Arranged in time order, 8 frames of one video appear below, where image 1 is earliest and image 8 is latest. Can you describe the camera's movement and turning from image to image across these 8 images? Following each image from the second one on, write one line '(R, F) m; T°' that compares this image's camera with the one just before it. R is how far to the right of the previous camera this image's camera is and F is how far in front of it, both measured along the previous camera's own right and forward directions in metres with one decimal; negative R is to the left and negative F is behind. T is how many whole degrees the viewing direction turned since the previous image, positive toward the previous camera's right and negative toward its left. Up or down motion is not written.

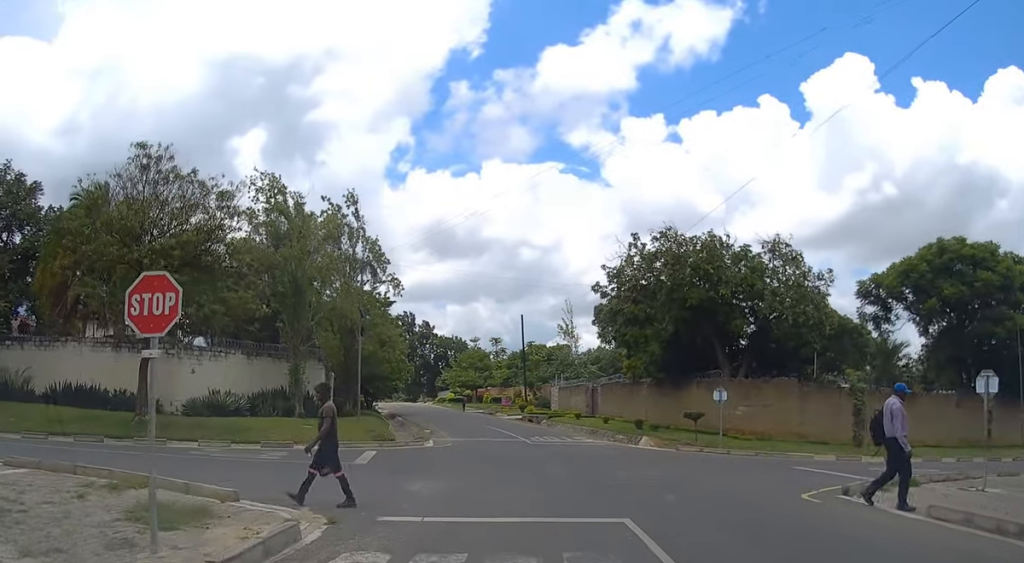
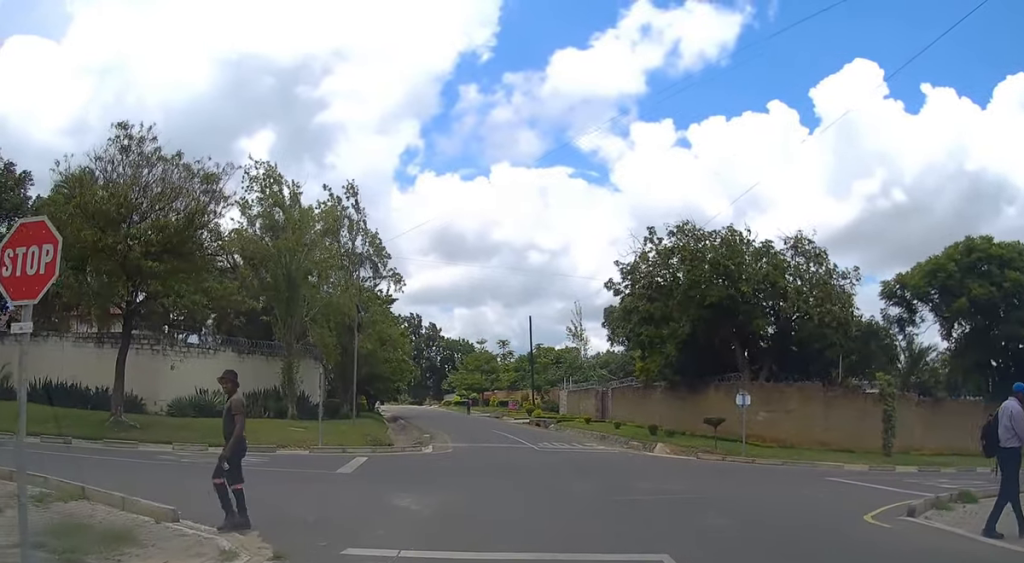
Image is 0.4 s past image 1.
(0.0, +2.5) m; 0°
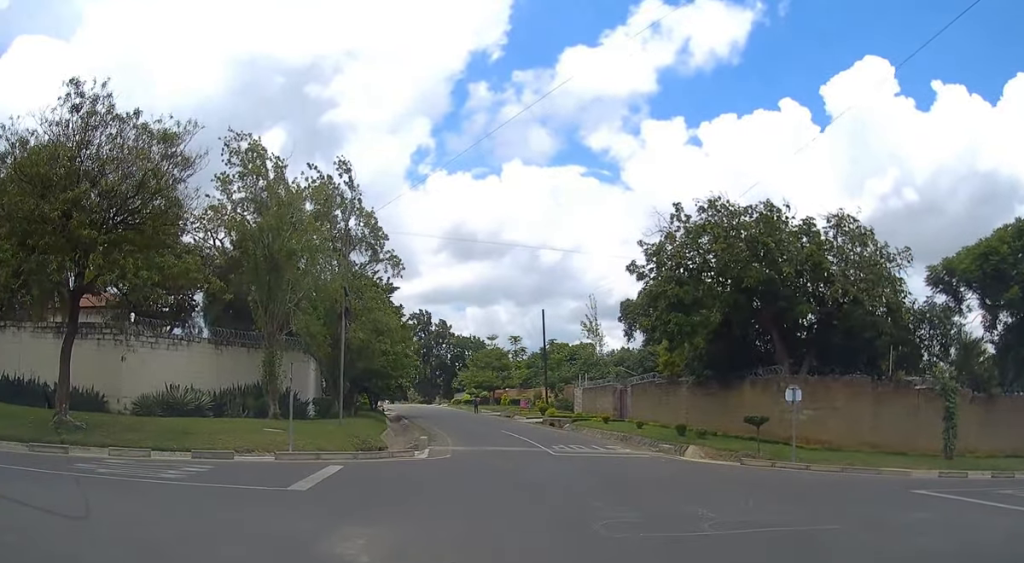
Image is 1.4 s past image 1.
(0.0, +4.7) m; -1°
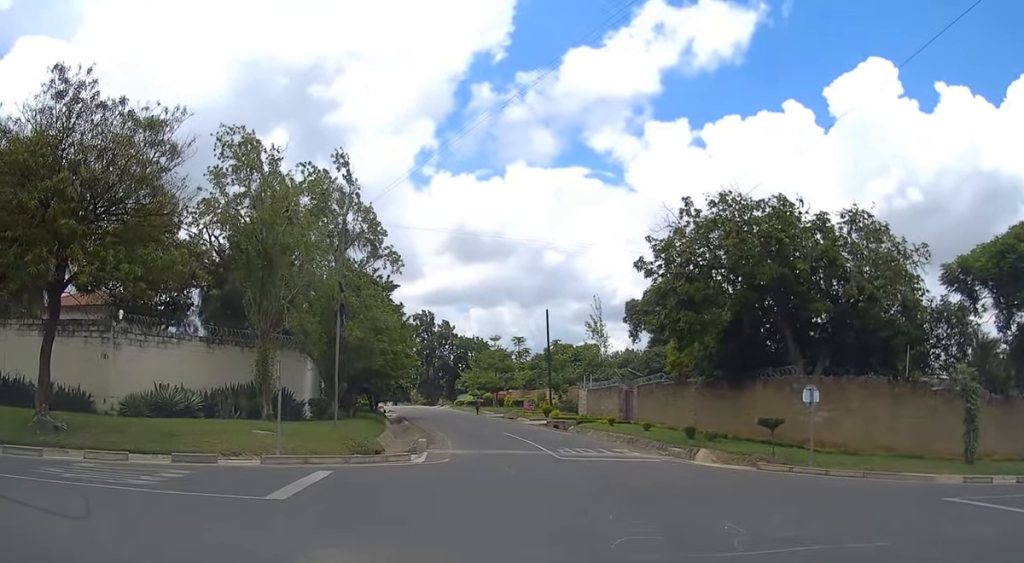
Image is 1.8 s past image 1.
(0.0, +1.5) m; -1°
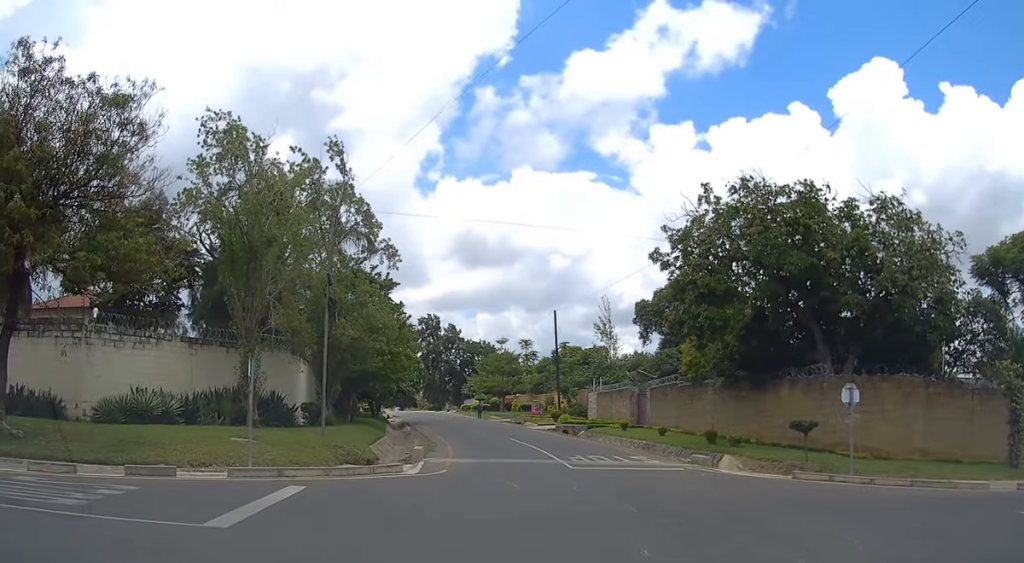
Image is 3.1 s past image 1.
(-0.1, +3.2) m; -3°
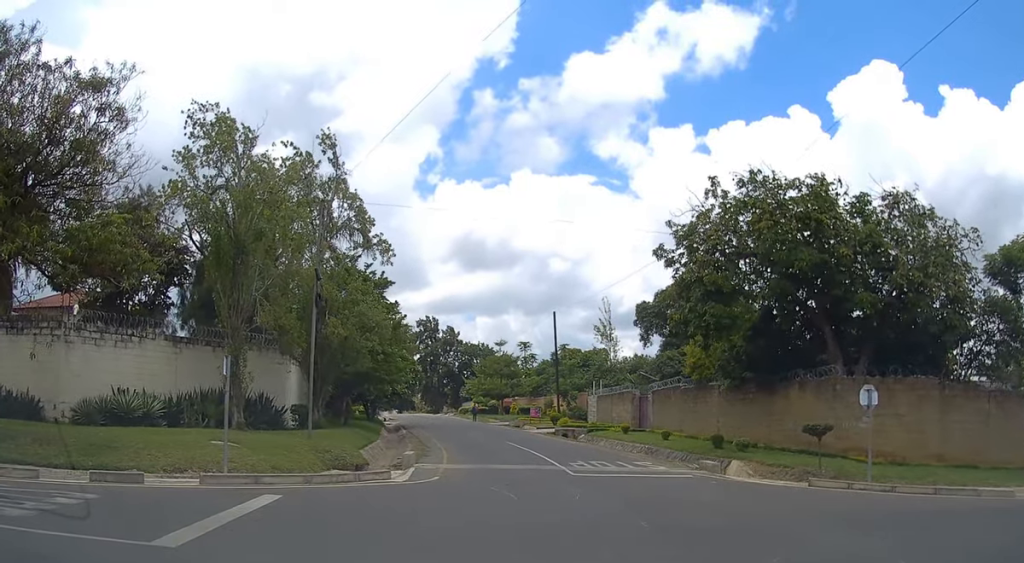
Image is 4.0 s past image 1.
(0.0, +1.4) m; -1°
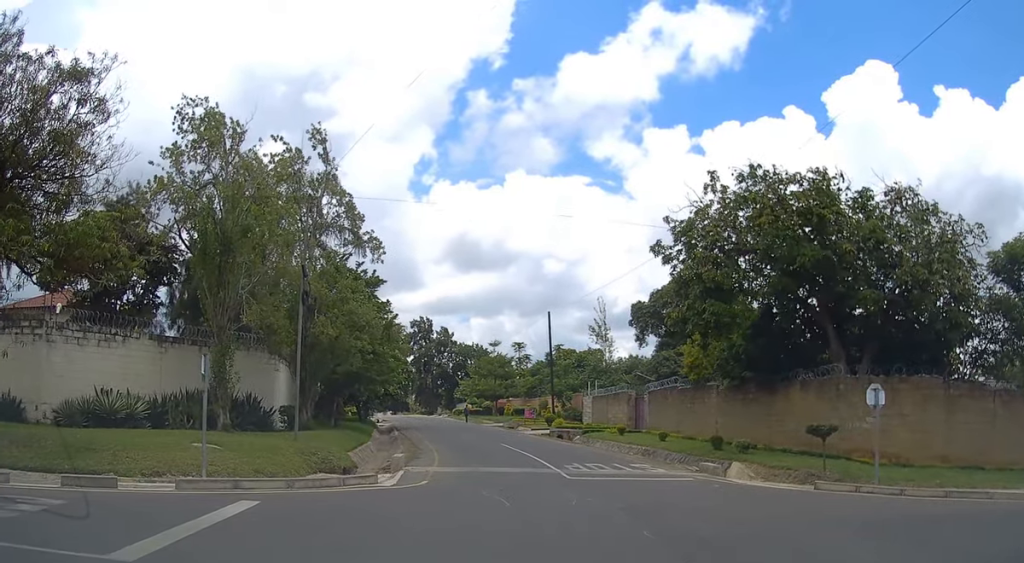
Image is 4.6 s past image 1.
(+0.1, +0.7) m; 0°
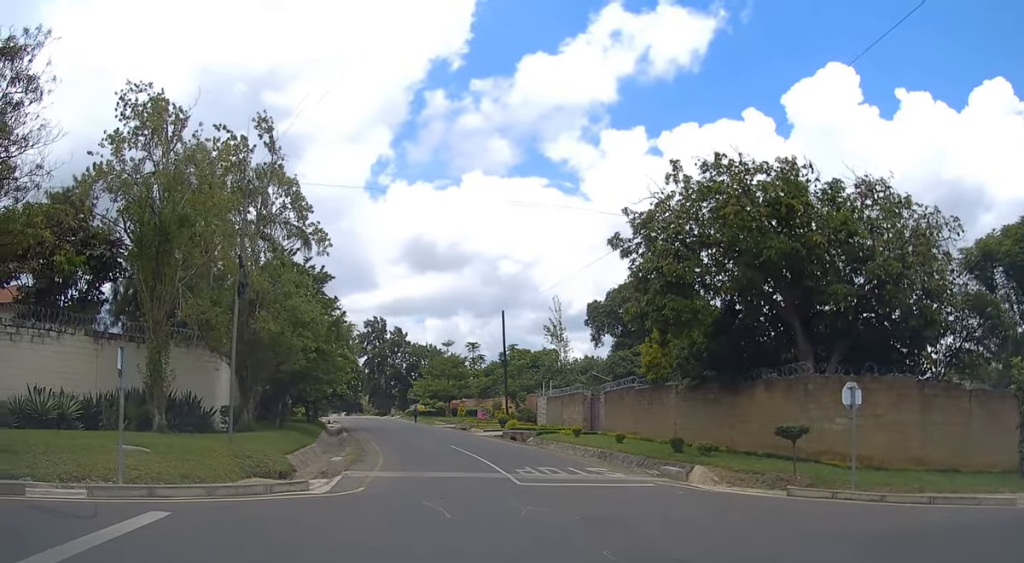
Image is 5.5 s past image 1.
(+0.1, +1.1) m; 0°
